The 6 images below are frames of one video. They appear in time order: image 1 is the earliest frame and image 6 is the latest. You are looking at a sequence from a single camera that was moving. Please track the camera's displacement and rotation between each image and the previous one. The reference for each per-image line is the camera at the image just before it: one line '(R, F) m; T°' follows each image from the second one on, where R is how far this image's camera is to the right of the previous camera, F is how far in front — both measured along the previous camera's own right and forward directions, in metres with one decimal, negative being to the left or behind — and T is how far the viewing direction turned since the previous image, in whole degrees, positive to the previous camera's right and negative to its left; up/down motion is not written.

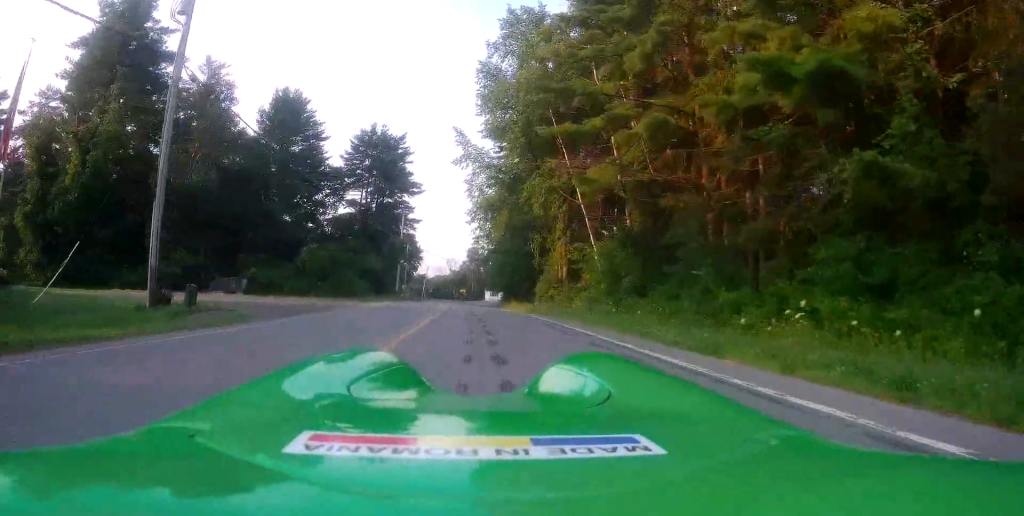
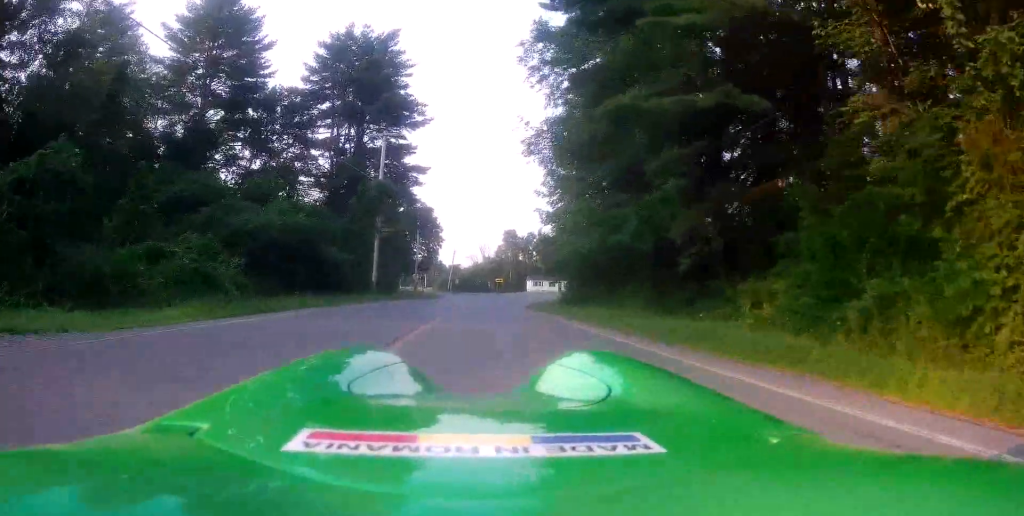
(-1.5, +34.2) m; -4°
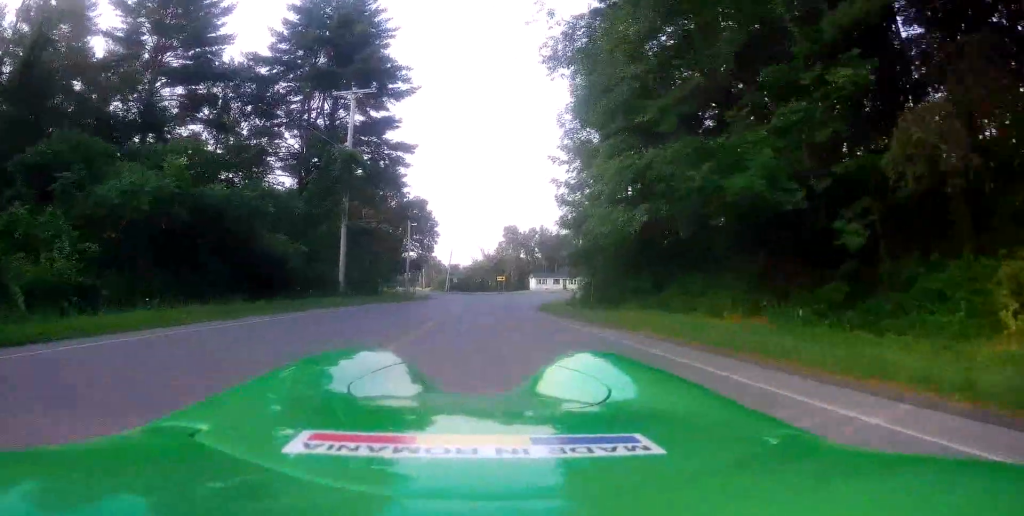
(-0.3, +8.9) m; 0°
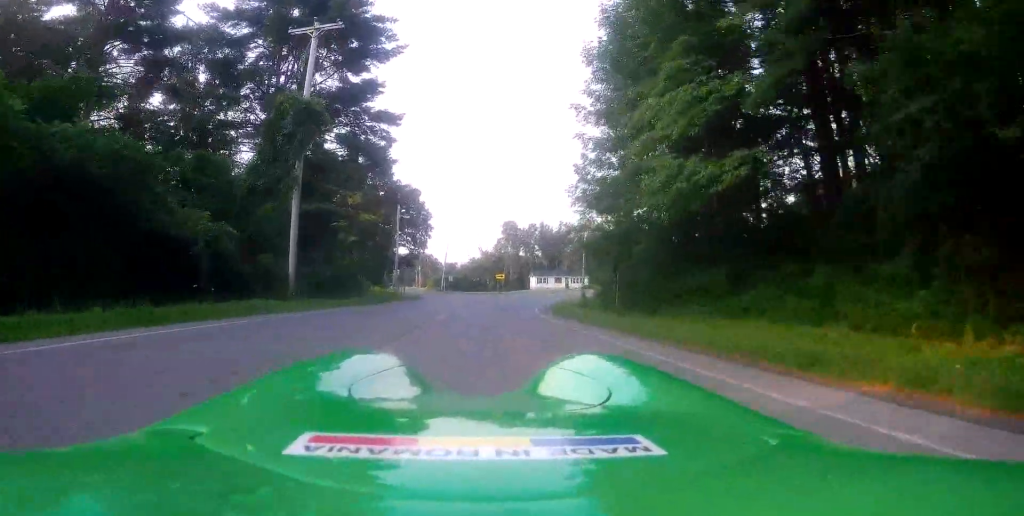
(+0.1, +7.8) m; +1°
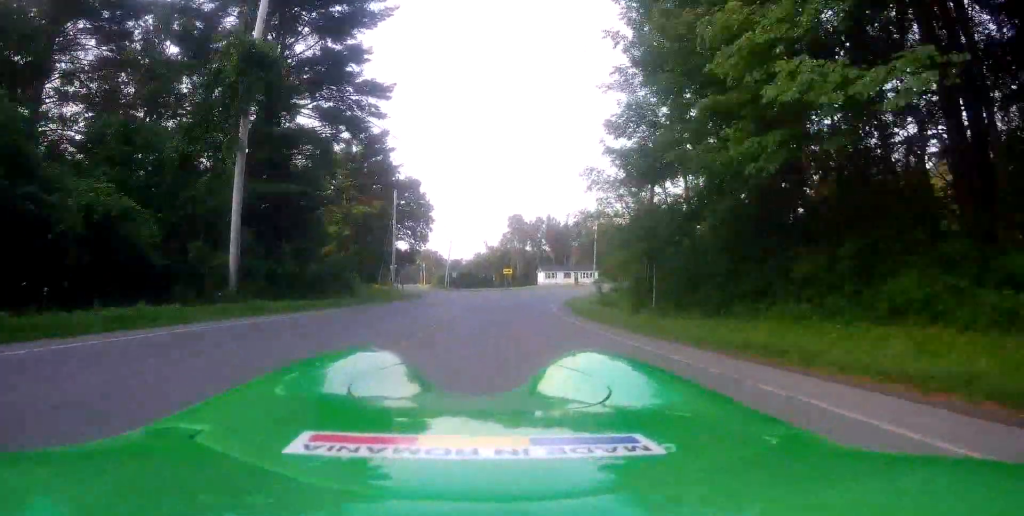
(+0.1, +5.6) m; +1°
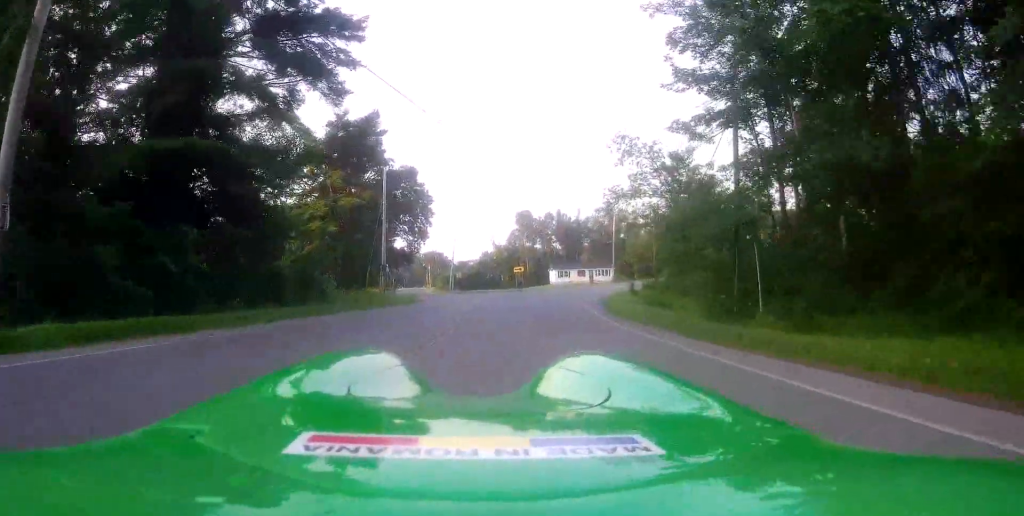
(0.0, +9.5) m; -1°
